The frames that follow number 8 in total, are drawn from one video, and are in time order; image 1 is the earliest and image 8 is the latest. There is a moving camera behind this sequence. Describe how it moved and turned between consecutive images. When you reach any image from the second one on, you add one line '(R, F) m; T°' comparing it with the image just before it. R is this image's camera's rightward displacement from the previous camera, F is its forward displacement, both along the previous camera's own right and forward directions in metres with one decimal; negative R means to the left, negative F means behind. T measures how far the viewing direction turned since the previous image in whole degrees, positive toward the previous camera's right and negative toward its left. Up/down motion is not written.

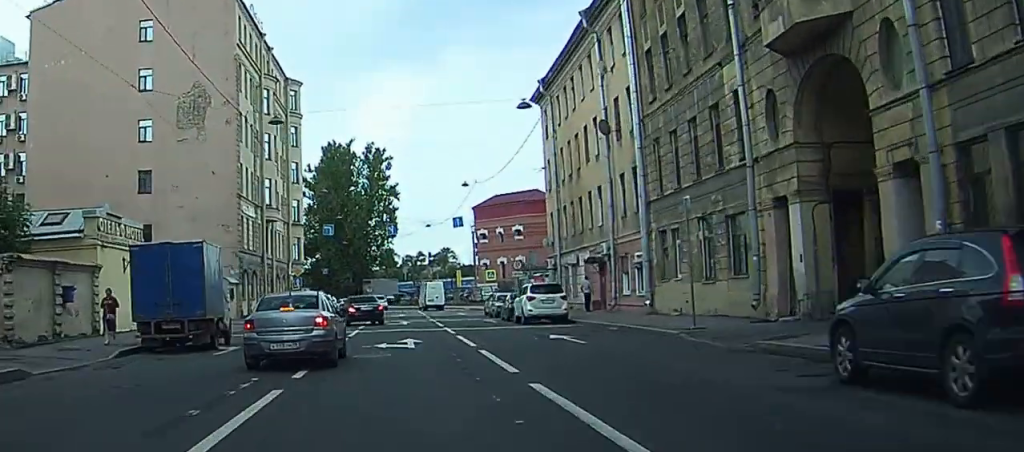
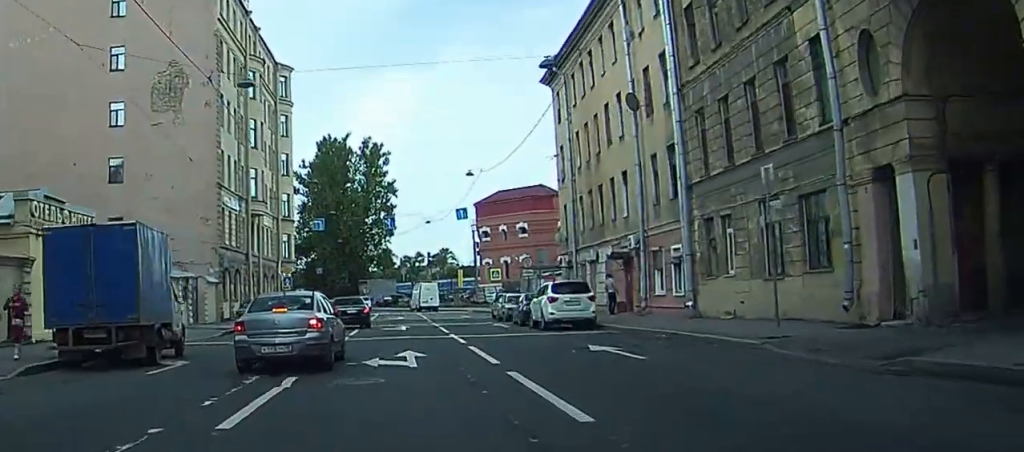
(+0.2, +5.5) m; +1°
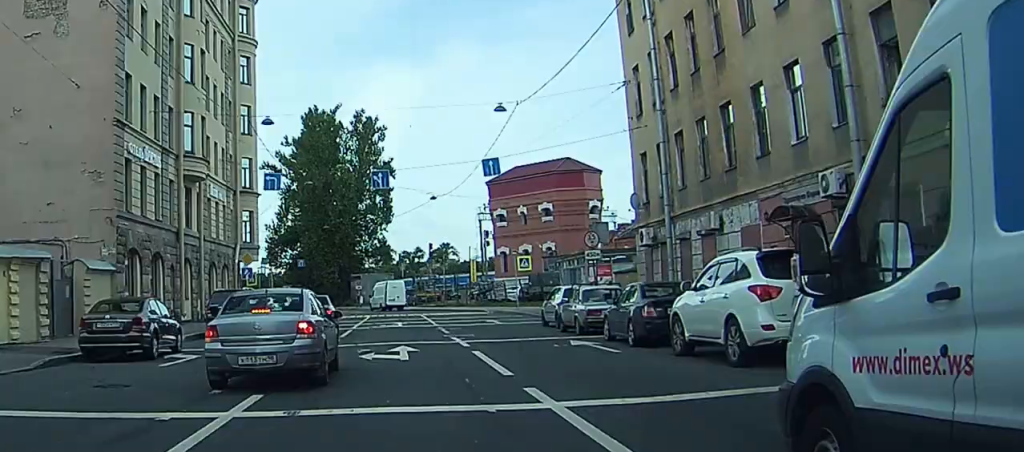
(-0.3, +18.1) m; -1°
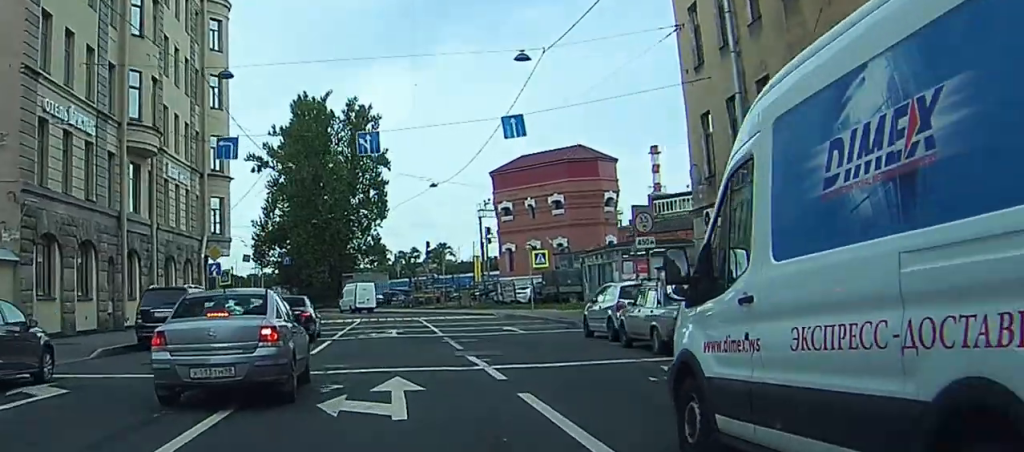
(0.0, +8.5) m; 0°
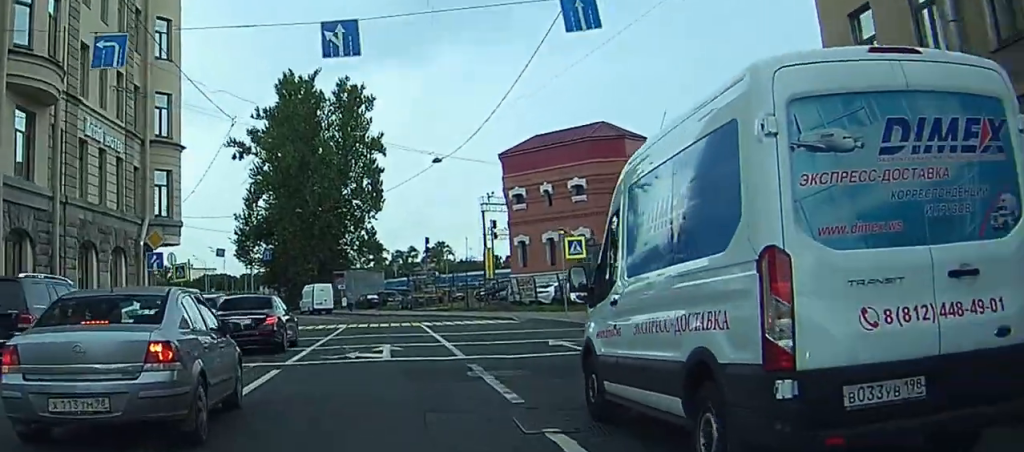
(0.0, +11.2) m; 0°
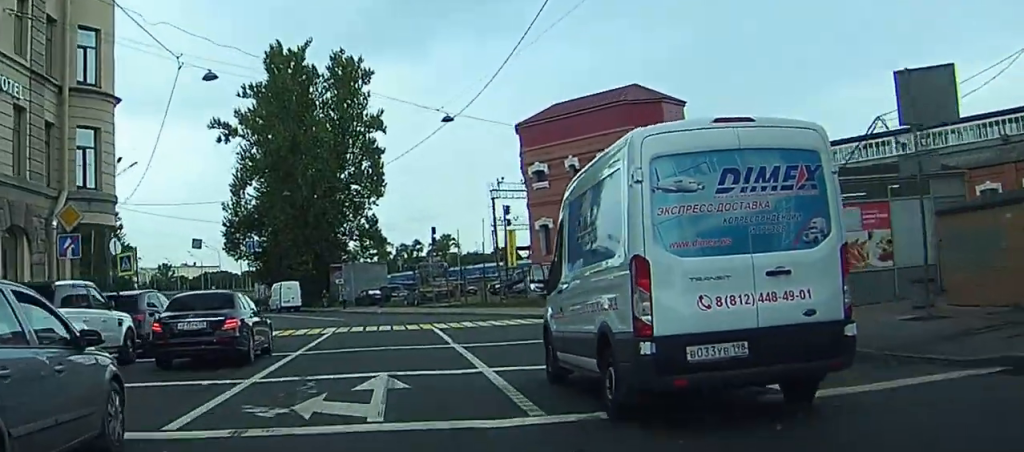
(0.0, +10.5) m; -1°
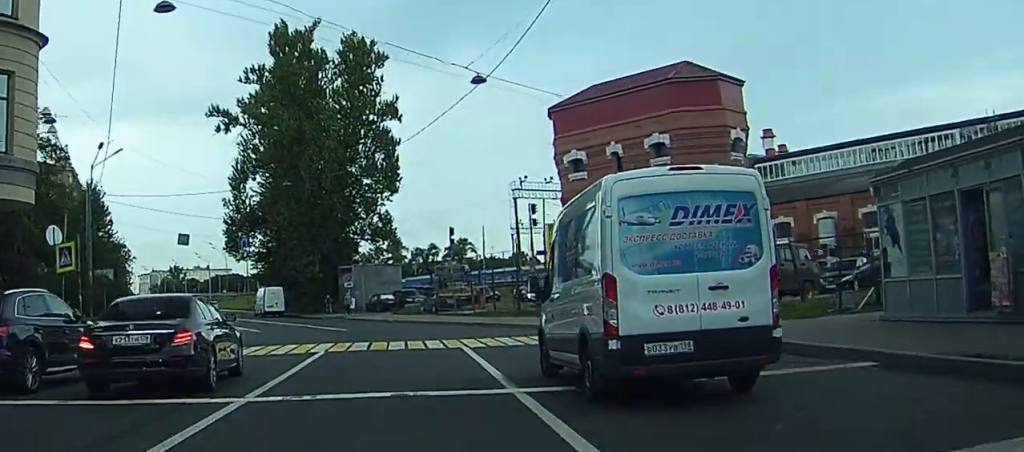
(-0.1, +9.0) m; -2°
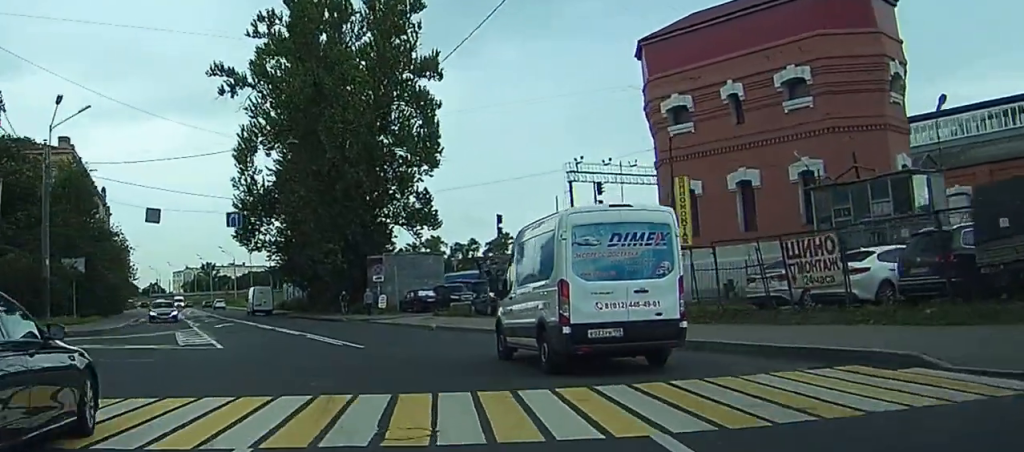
(-0.8, +16.4) m; -12°
